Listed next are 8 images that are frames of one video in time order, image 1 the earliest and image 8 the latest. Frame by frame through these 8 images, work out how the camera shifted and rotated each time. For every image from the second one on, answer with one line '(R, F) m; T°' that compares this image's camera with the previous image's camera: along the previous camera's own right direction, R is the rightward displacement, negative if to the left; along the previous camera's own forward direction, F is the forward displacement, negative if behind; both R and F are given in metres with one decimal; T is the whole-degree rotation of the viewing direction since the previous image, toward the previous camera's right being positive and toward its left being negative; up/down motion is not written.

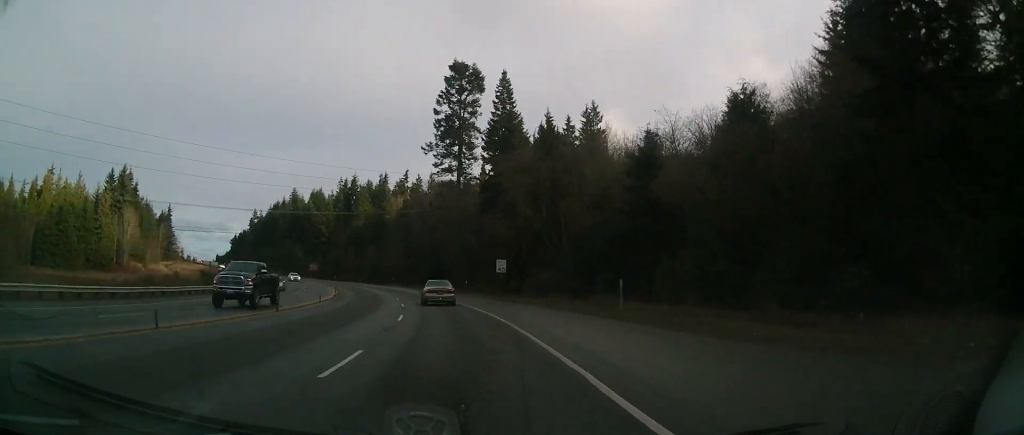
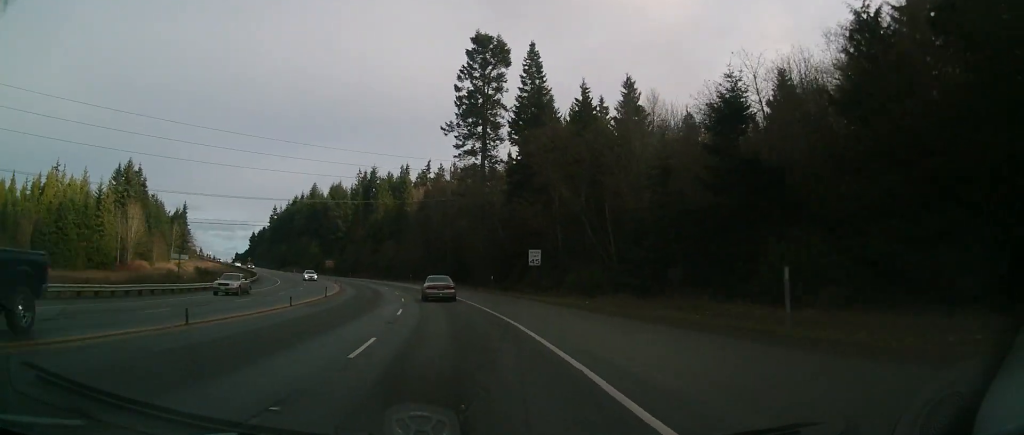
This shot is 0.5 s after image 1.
(-0.6, +10.9) m; -1°
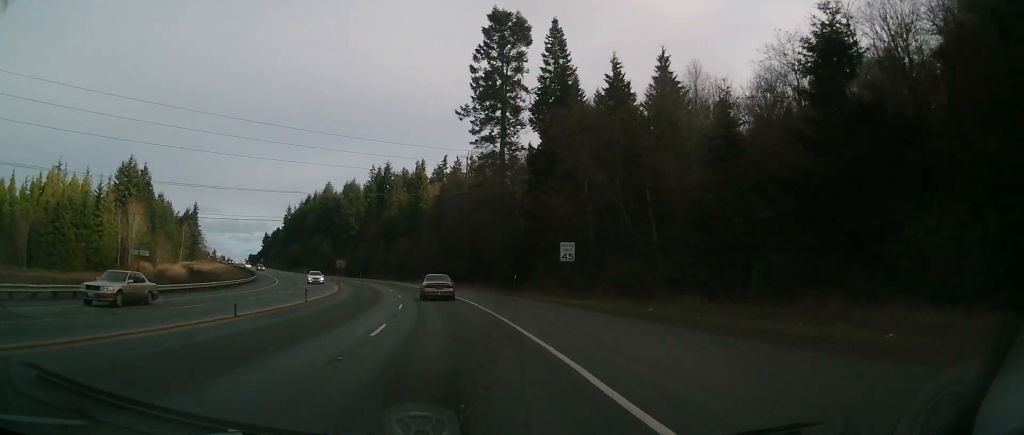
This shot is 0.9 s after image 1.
(-0.4, +8.7) m; -1°
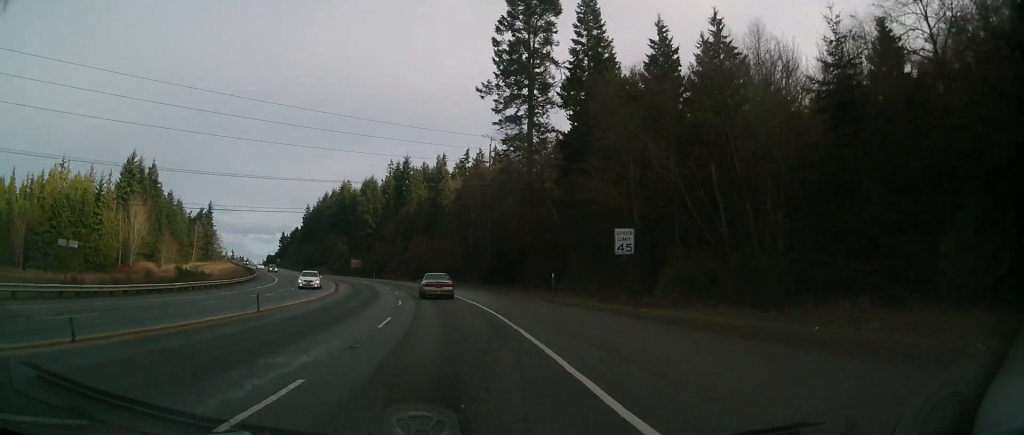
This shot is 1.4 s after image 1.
(0.0, +10.1) m; -2°
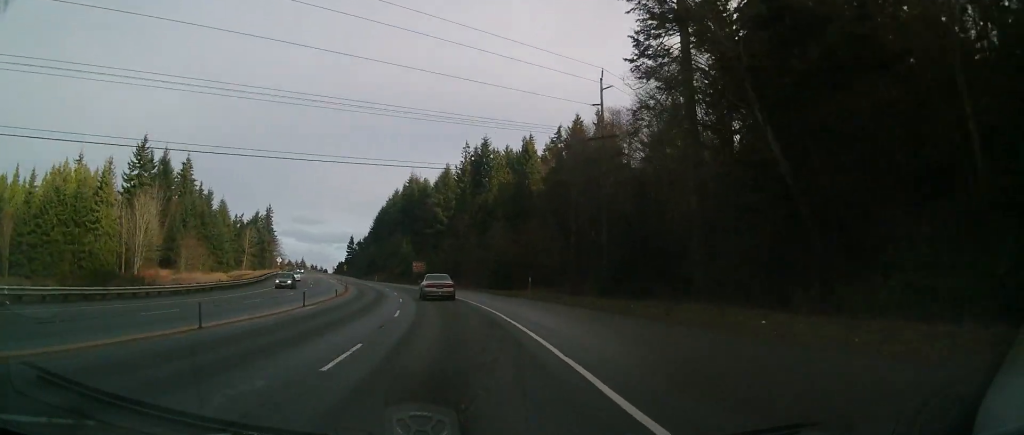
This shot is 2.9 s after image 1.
(-2.0, +33.0) m; -8°
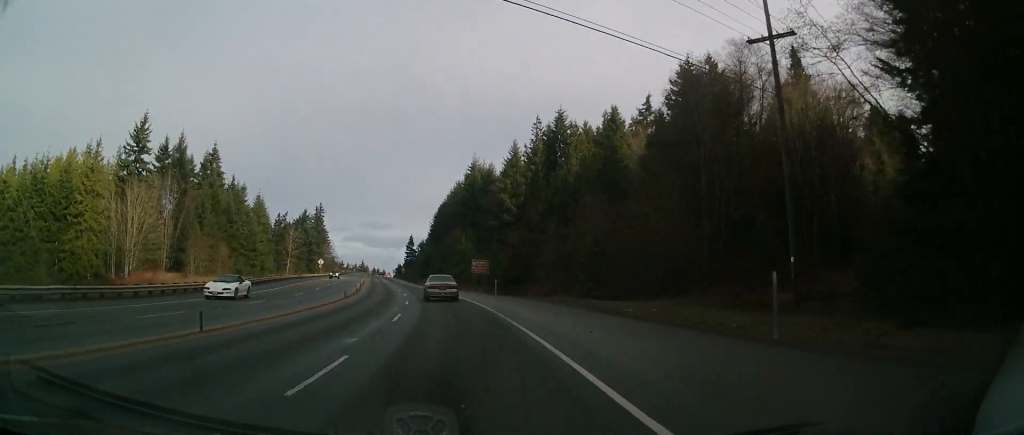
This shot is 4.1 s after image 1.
(-0.6, +25.9) m; -6°
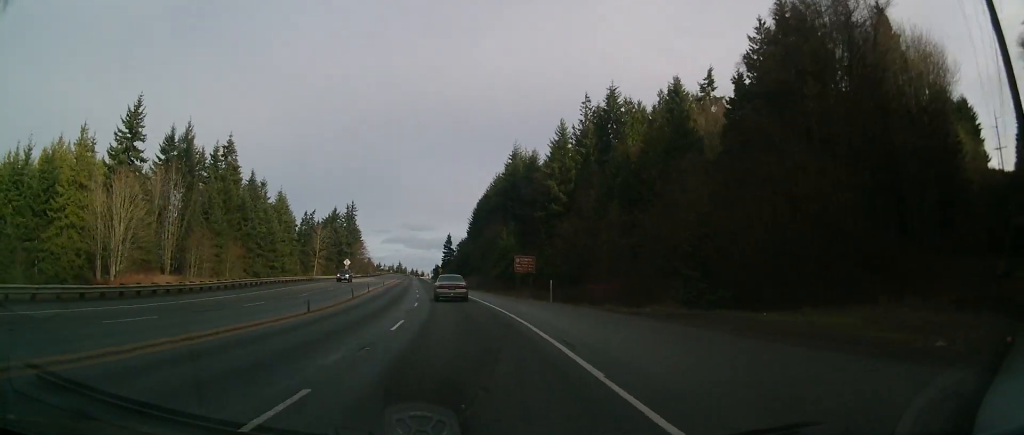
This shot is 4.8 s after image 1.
(-1.2, +15.4) m; -4°
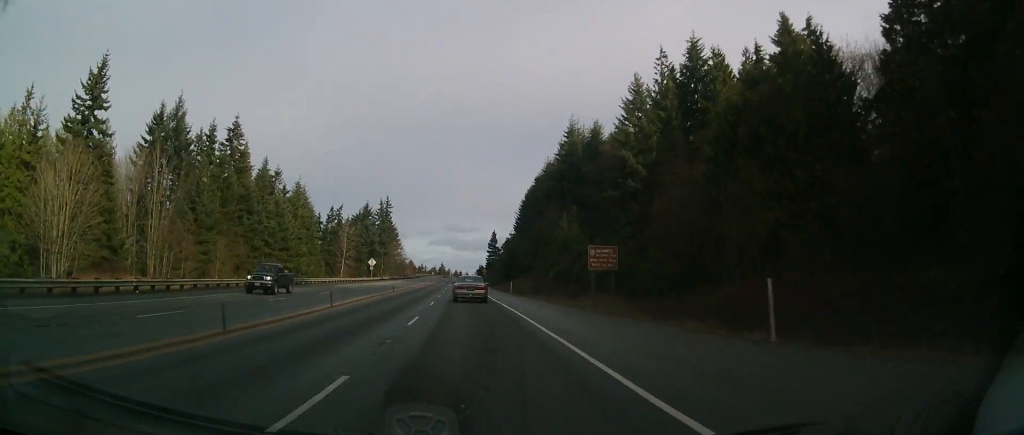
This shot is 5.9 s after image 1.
(-0.9, +23.7) m; -3°
